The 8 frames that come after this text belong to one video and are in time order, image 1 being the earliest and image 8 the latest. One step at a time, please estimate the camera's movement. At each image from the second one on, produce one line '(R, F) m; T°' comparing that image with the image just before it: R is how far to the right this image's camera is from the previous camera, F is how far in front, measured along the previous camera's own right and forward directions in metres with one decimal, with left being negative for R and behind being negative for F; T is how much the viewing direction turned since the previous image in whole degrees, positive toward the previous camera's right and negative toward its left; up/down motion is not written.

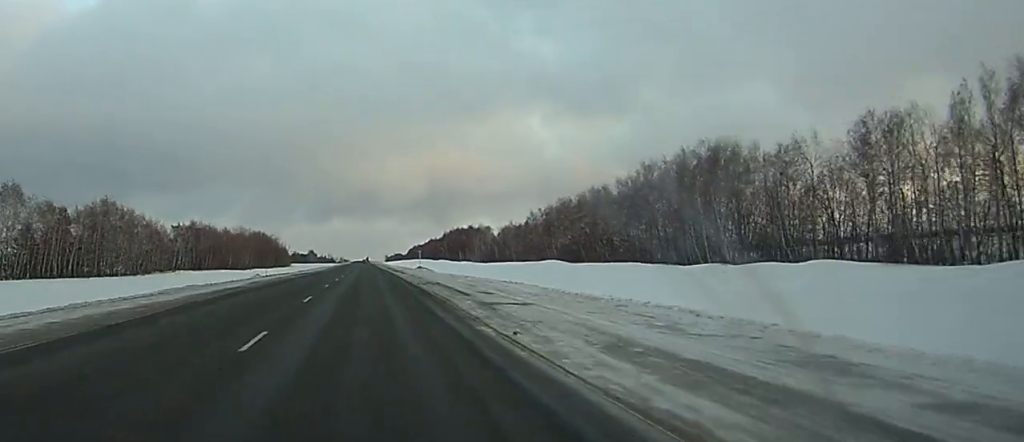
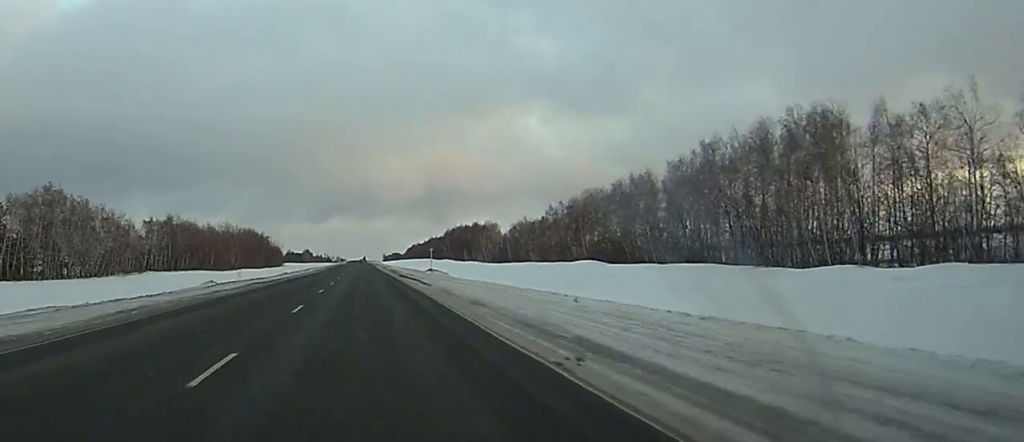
(0.0, +27.0) m; 0°
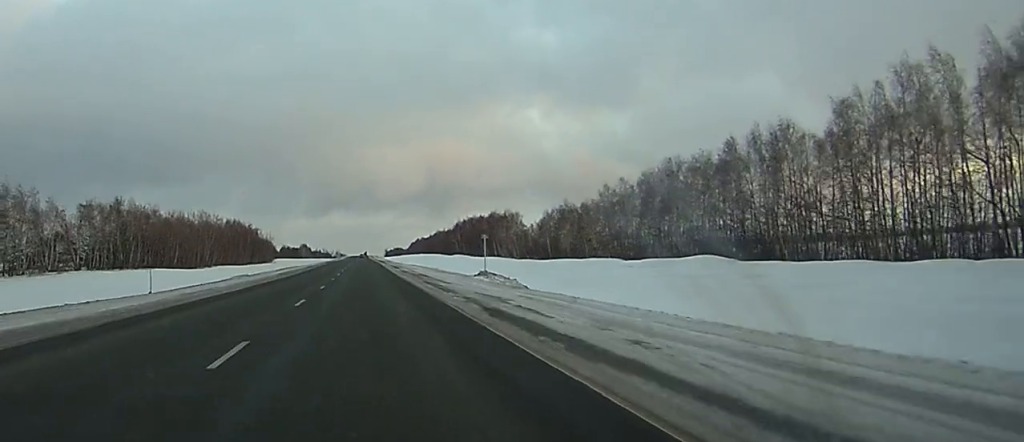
(+0.1, +46.6) m; 0°
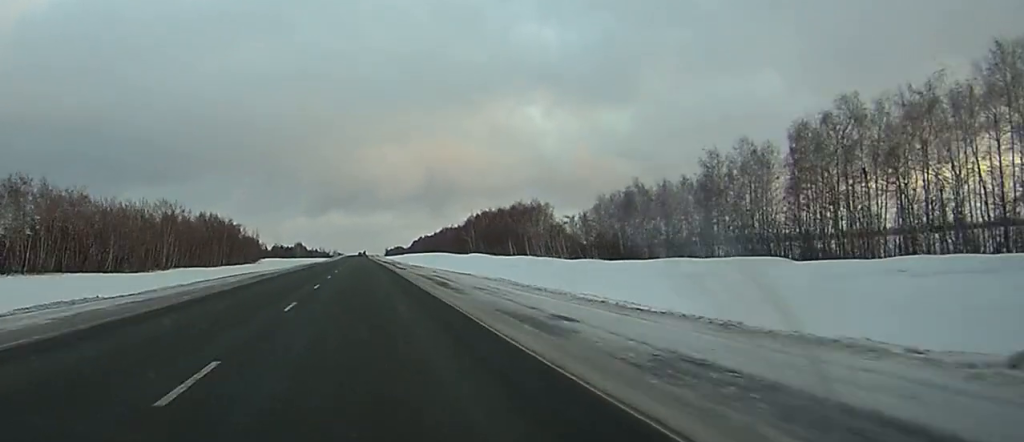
(+0.1, +50.2) m; 0°
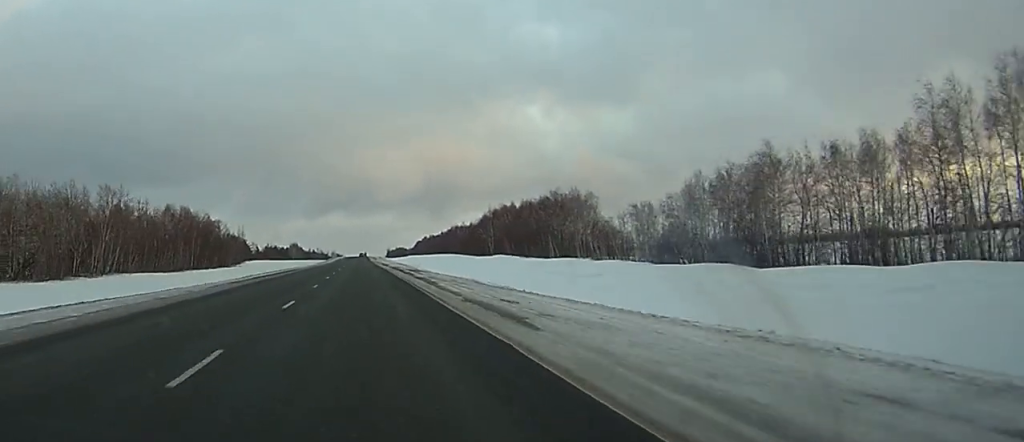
(-0.1, +47.0) m; 0°
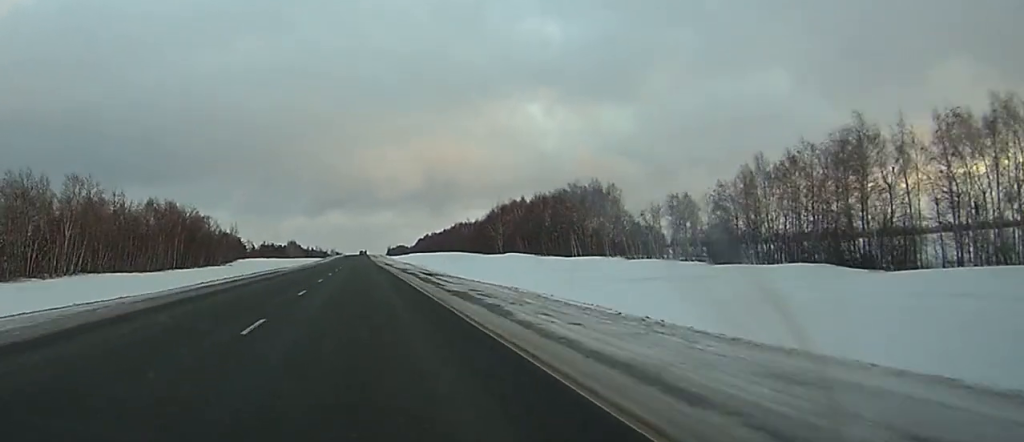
(0.0, +18.6) m; 0°
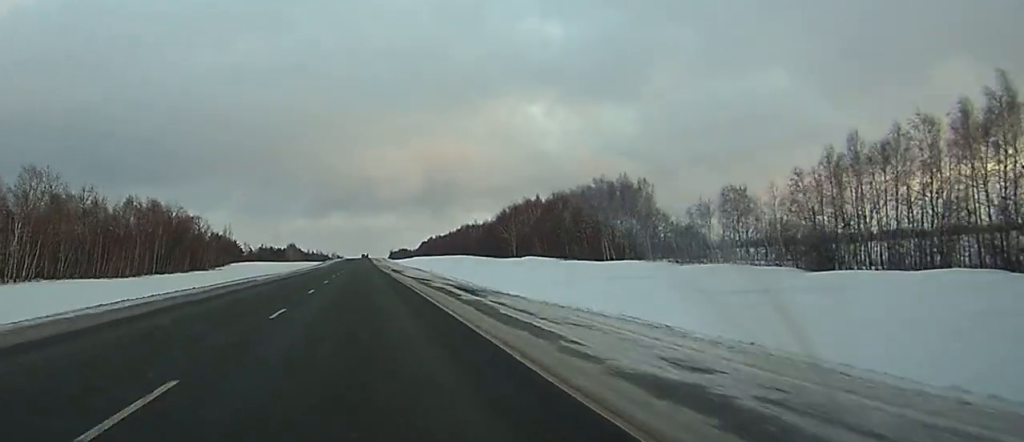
(-0.1, +19.7) m; +1°
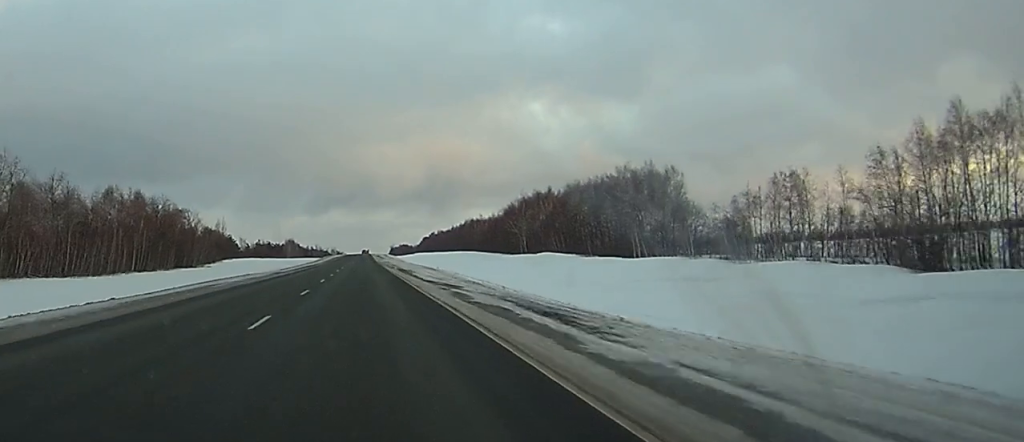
(+0.2, +15.4) m; 0°
